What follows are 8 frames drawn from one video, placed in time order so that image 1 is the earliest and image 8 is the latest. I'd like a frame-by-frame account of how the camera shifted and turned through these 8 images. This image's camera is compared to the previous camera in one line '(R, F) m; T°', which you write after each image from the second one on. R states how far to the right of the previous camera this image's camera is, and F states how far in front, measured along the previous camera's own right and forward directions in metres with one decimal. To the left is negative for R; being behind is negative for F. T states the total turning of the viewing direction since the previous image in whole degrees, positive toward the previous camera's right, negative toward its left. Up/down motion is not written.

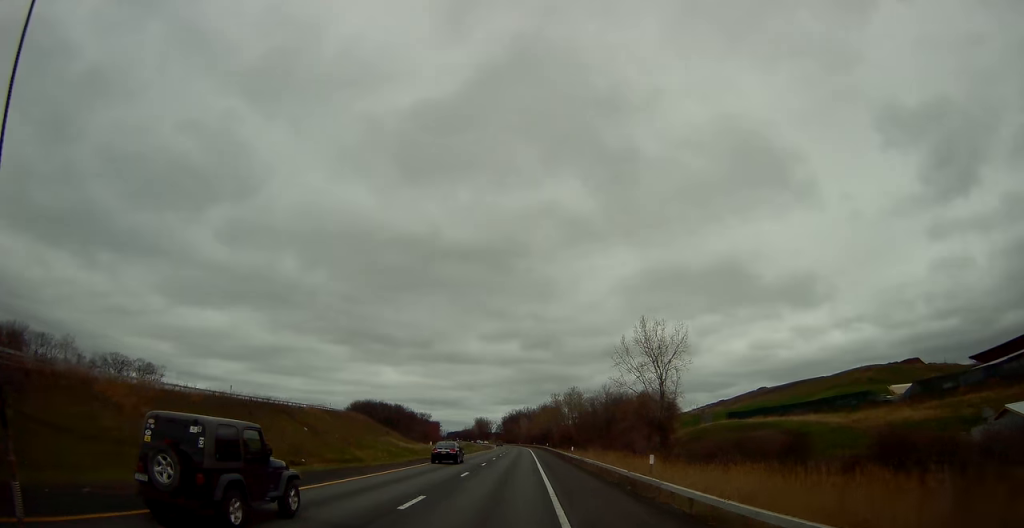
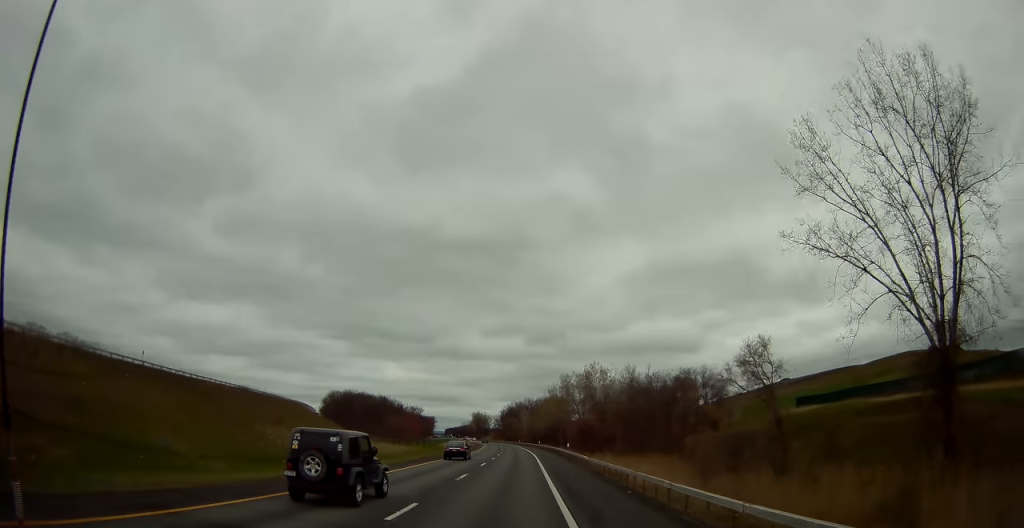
(-0.7, +50.3) m; -1°
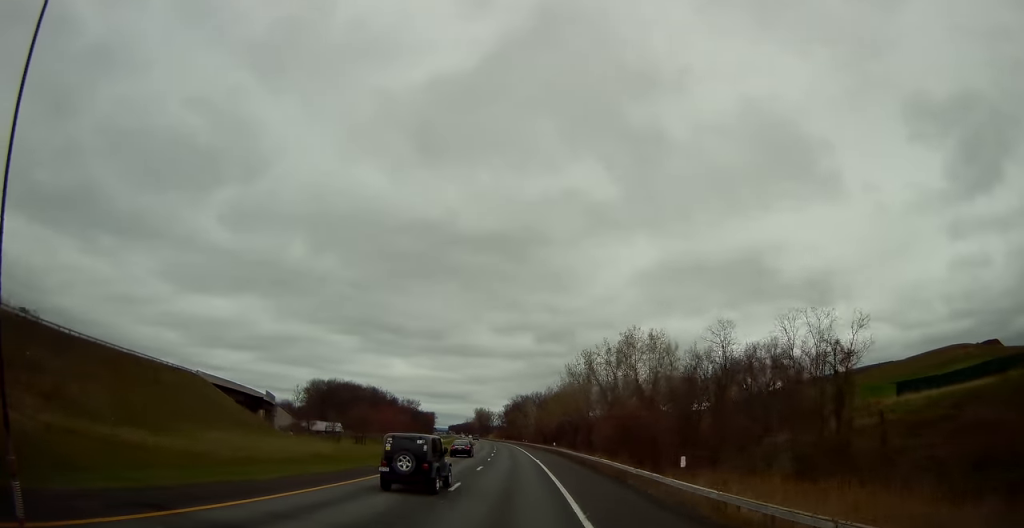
(-0.1, +41.3) m; -1°
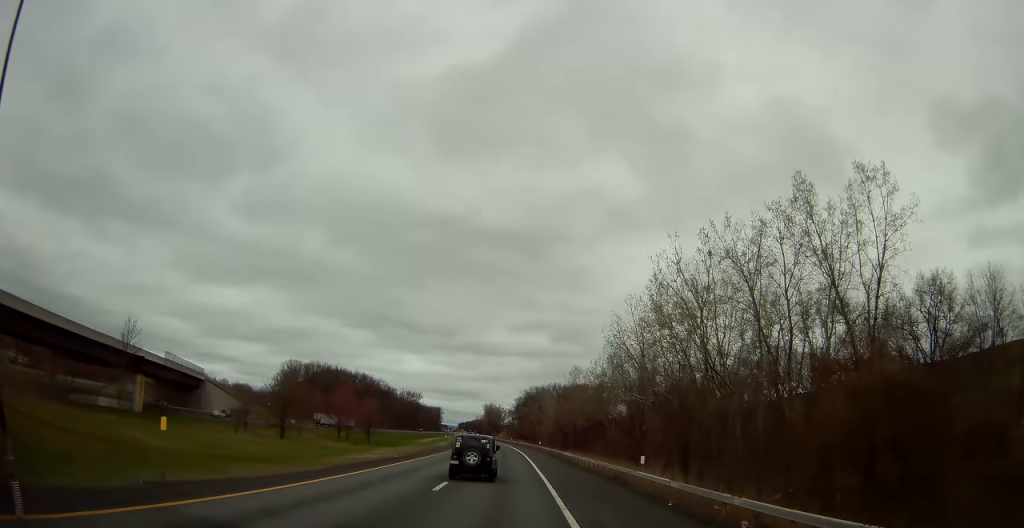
(-0.6, +49.8) m; -1°
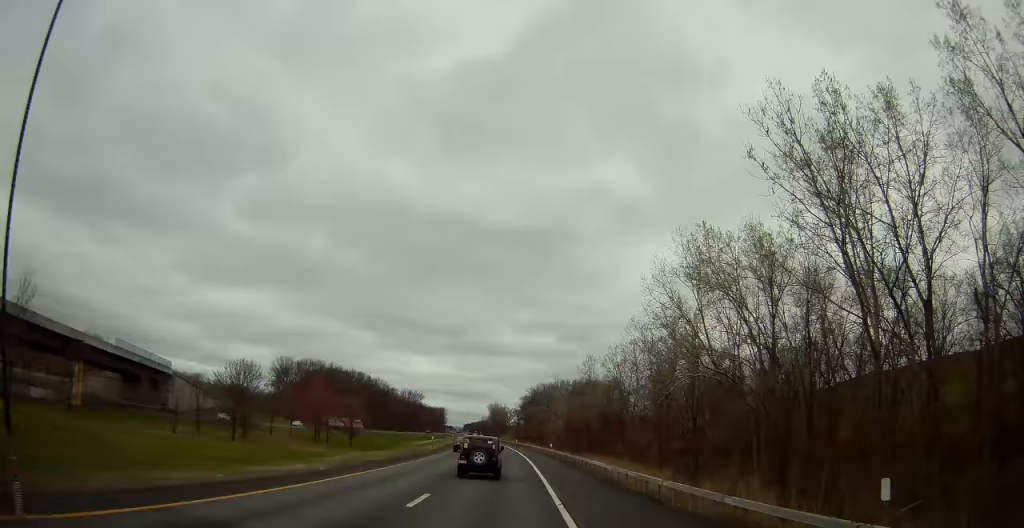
(+0.1, +16.2) m; -1°
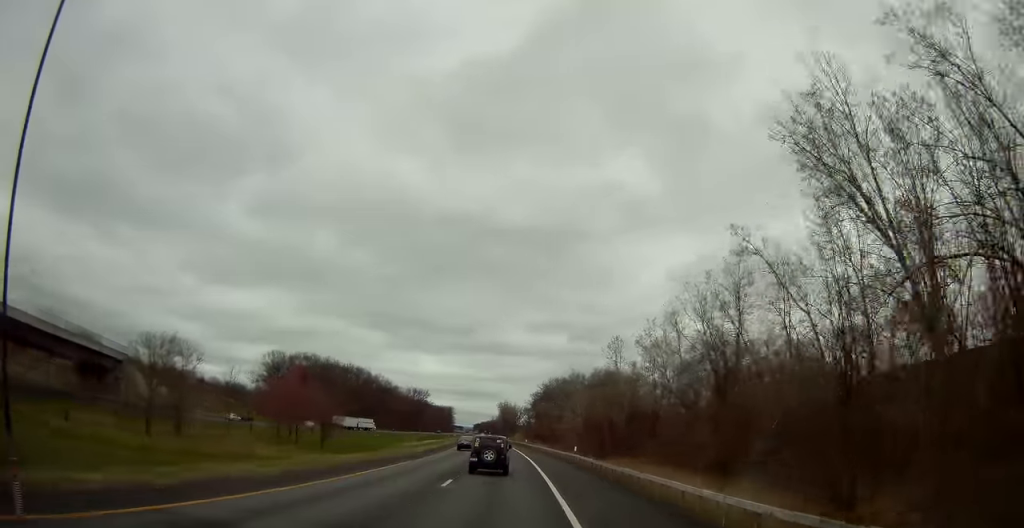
(+0.2, +19.1) m; -1°
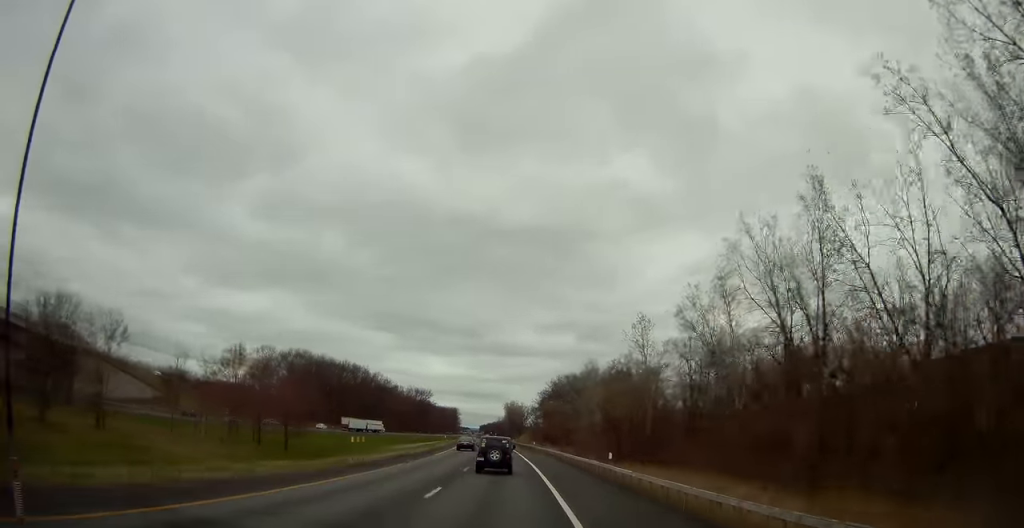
(-0.4, +15.1) m; -1°
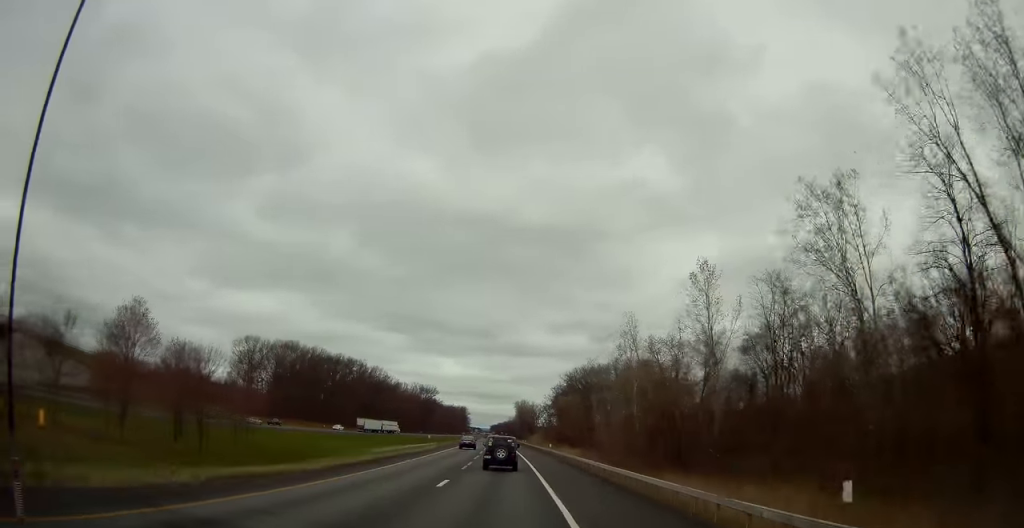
(-0.3, +21.1) m; -1°
